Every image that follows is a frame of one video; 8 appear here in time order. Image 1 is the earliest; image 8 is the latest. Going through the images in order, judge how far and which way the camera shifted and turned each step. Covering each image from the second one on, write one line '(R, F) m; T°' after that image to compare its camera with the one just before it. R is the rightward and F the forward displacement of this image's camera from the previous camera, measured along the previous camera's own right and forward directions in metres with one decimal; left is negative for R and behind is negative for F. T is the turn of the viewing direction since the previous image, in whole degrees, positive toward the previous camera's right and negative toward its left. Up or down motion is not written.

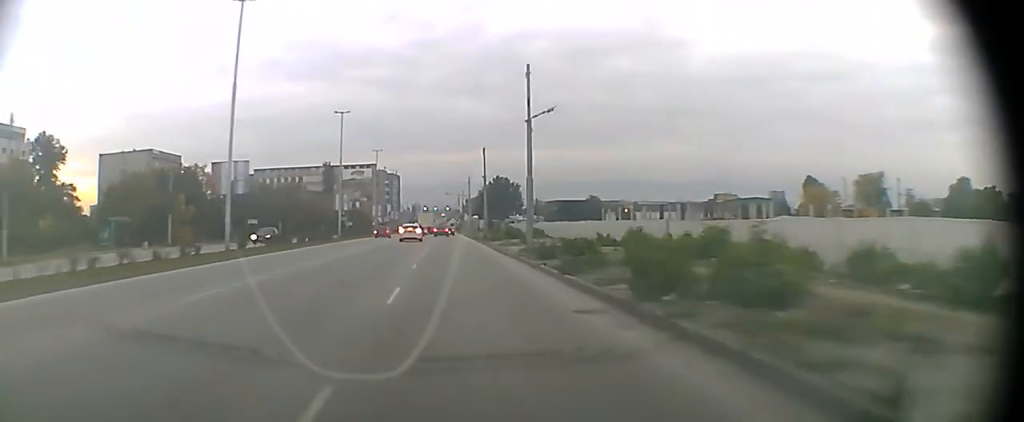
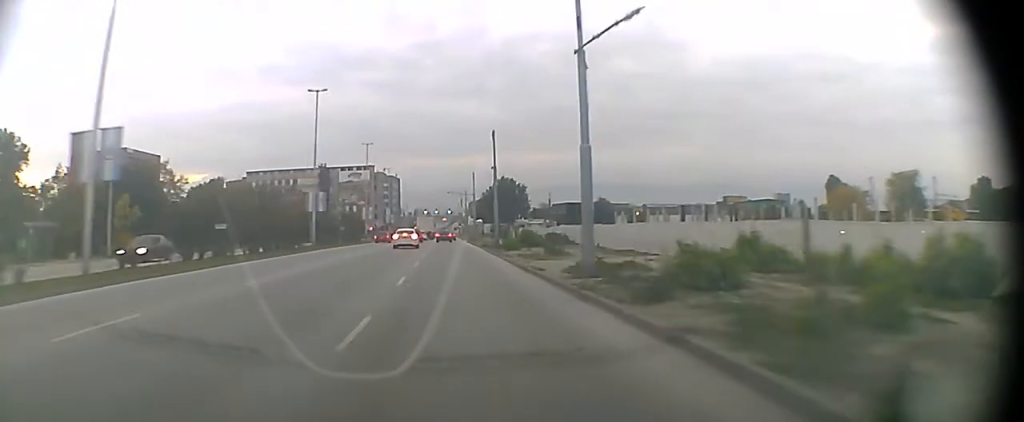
(-0.1, +13.4) m; 0°
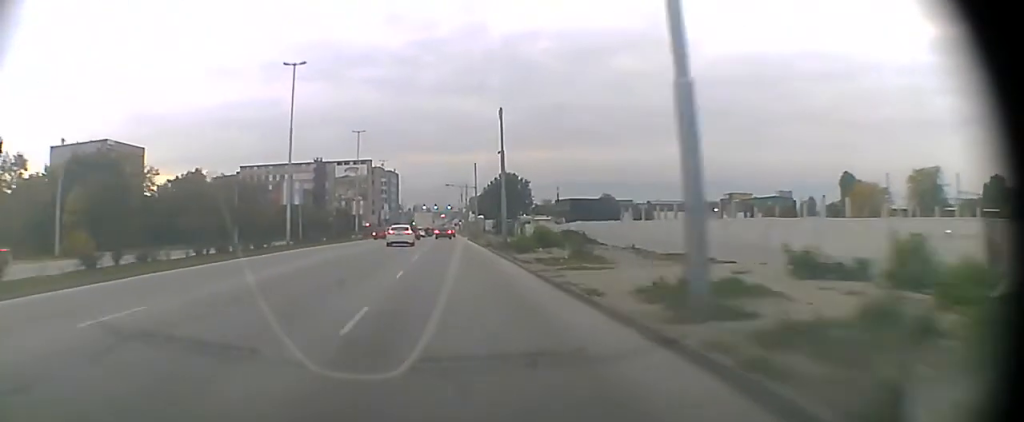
(0.0, +7.7) m; 0°
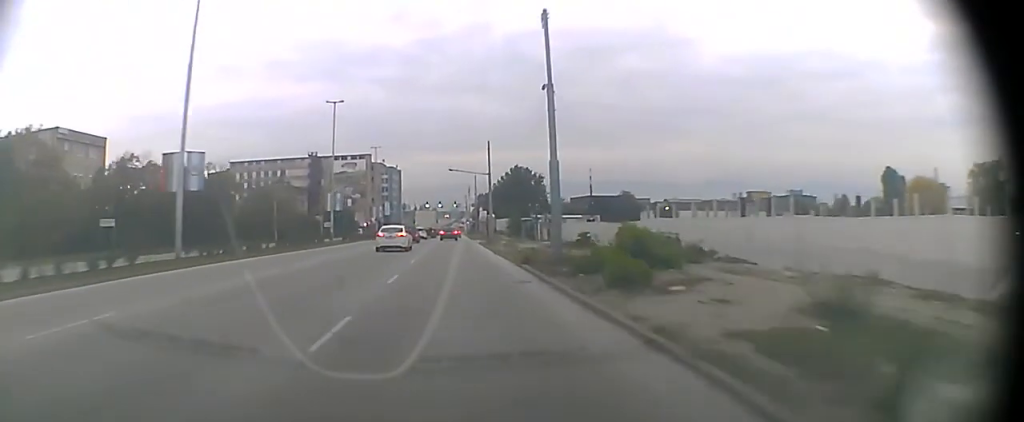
(-0.1, +19.8) m; 0°
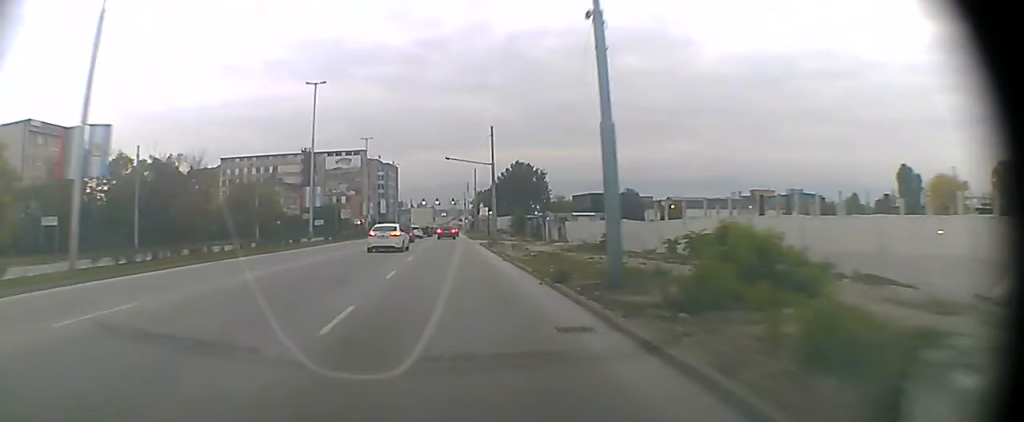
(0.0, +7.6) m; 0°
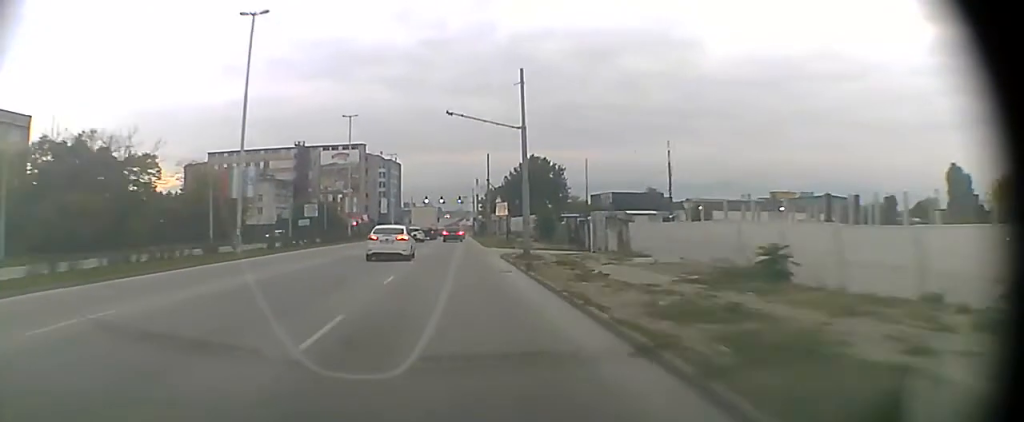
(0.0, +20.2) m; 0°
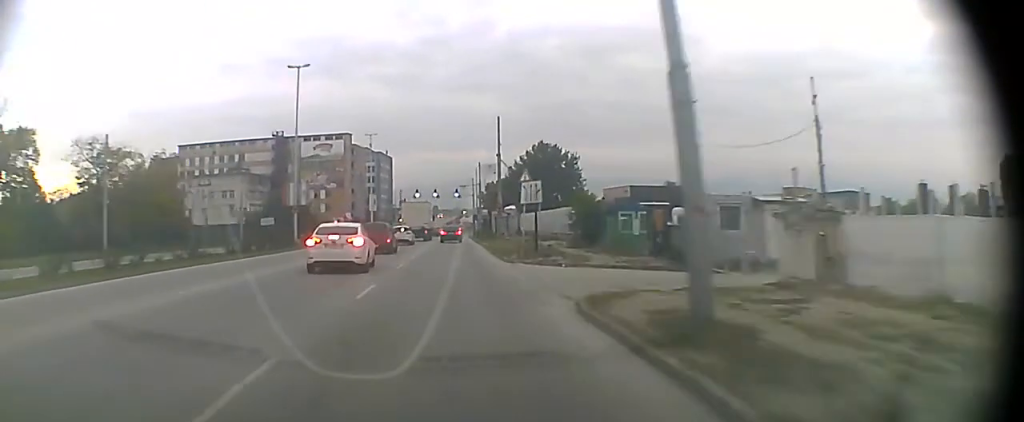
(0.0, +20.9) m; 0°
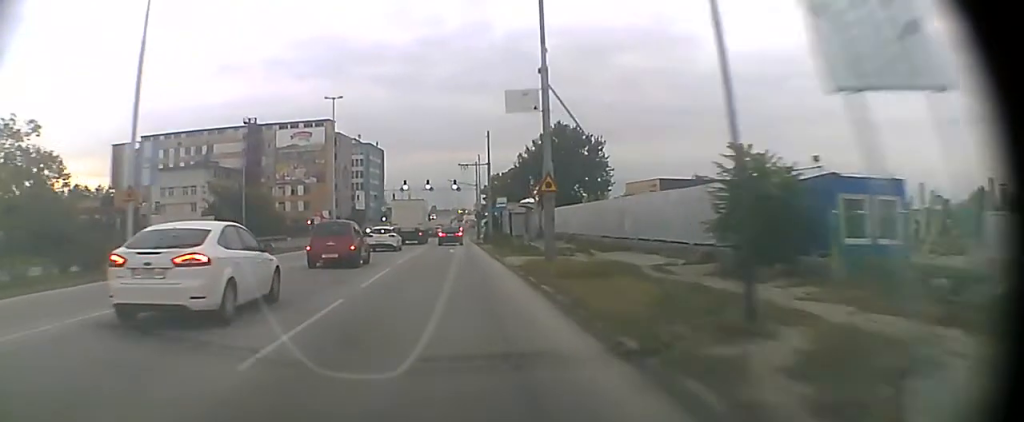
(0.0, +25.7) m; 0°
